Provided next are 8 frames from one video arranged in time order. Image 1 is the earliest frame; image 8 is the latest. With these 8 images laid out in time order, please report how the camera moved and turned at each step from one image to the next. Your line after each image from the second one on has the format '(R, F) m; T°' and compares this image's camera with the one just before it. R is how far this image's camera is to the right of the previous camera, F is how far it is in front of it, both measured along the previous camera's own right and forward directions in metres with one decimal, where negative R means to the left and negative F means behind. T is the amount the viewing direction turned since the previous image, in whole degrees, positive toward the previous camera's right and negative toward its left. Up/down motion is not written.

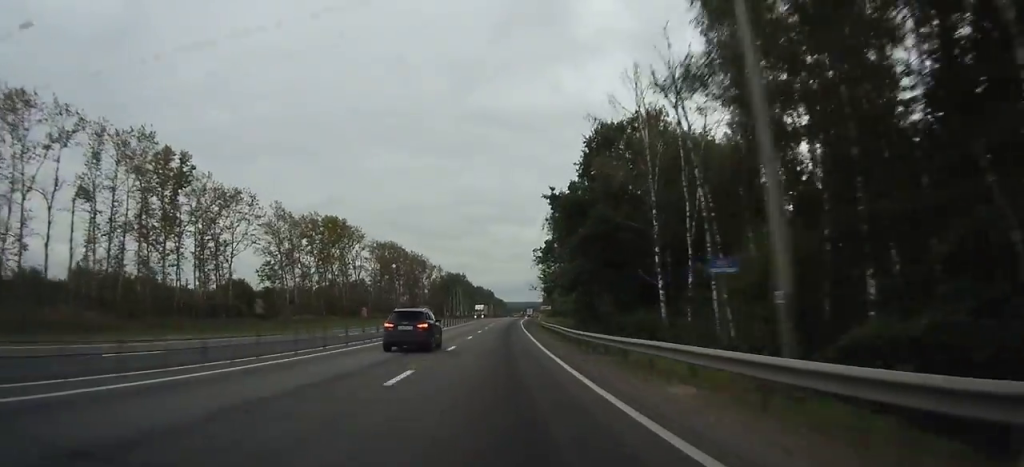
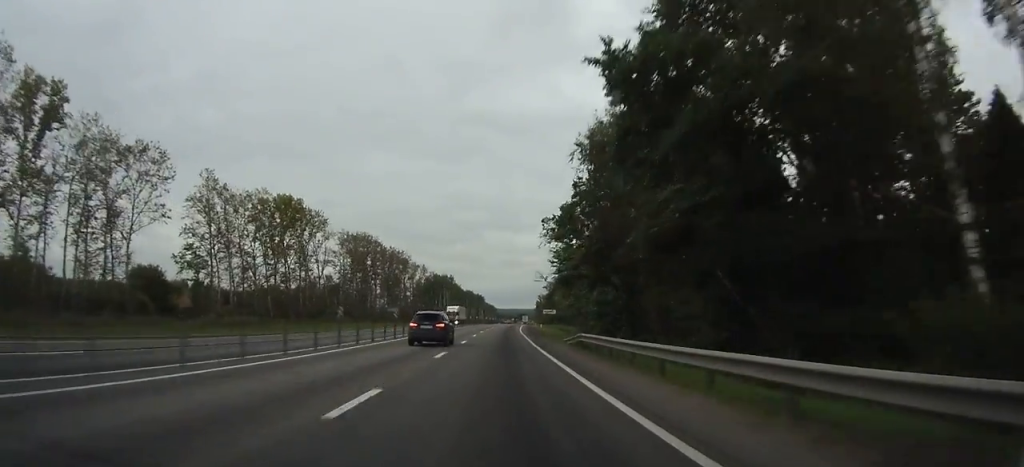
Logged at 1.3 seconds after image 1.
(+0.5, +27.6) m; +1°
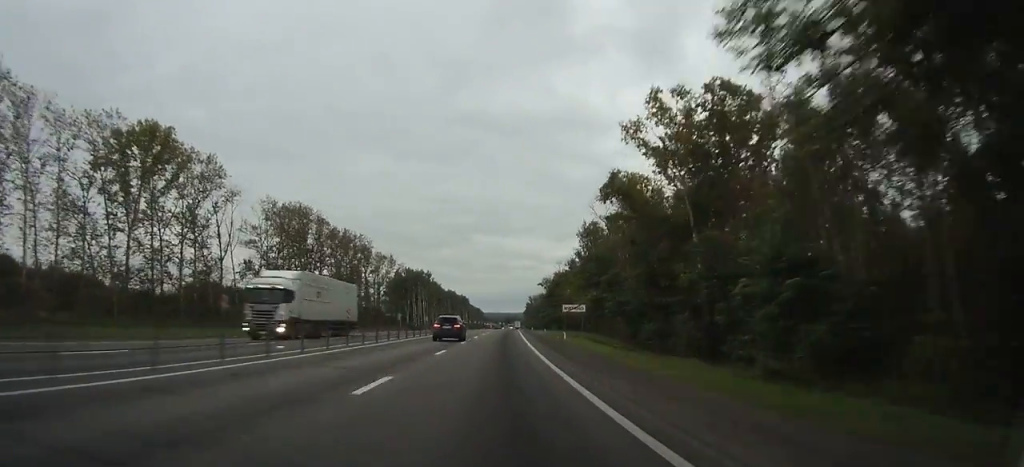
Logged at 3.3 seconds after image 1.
(+0.5, +45.0) m; +1°
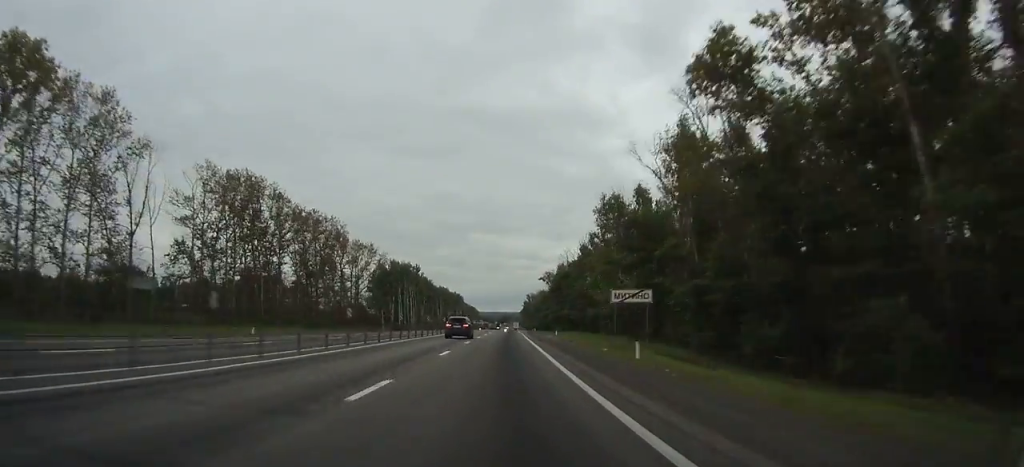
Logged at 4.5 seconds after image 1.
(+0.2, +24.7) m; +1°
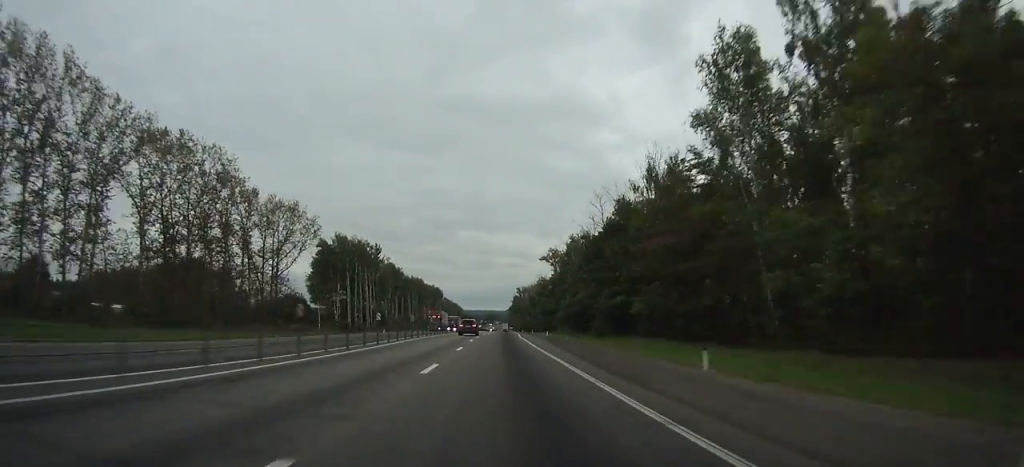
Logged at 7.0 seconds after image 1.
(+0.7, +55.1) m; +1°
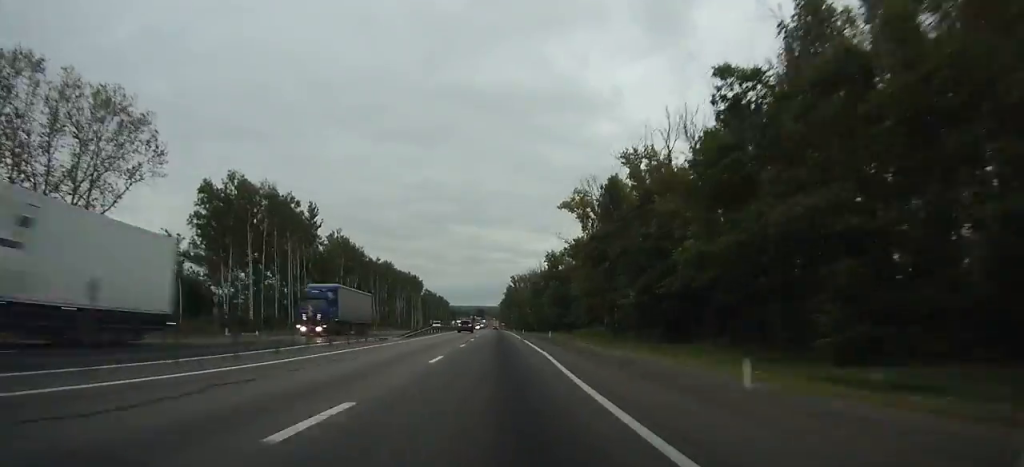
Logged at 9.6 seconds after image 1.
(+0.7, +56.4) m; +1°
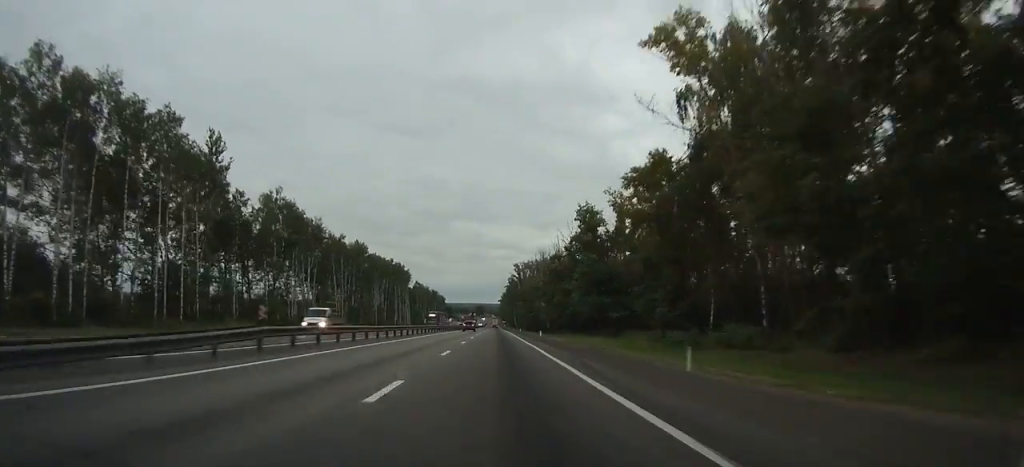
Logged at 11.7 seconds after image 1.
(+0.3, +45.0) m; 0°
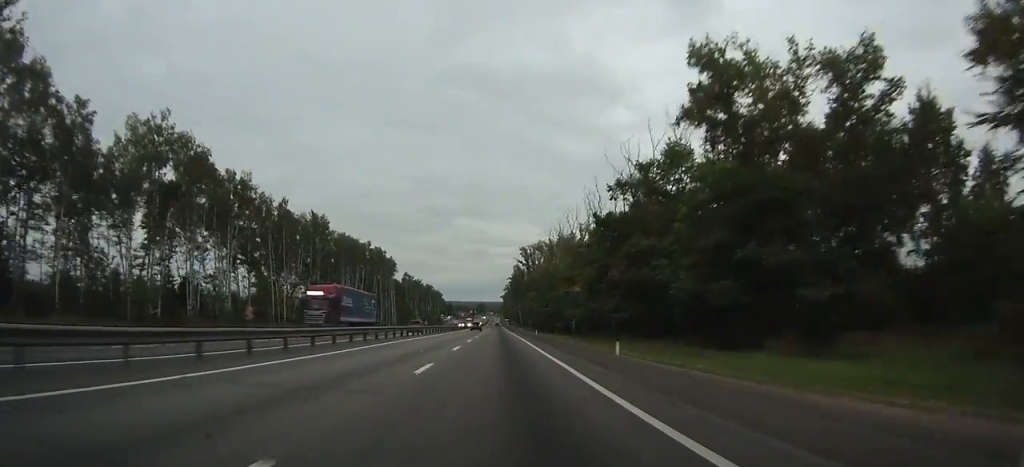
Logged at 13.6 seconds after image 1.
(-0.1, +42.4) m; 0°
